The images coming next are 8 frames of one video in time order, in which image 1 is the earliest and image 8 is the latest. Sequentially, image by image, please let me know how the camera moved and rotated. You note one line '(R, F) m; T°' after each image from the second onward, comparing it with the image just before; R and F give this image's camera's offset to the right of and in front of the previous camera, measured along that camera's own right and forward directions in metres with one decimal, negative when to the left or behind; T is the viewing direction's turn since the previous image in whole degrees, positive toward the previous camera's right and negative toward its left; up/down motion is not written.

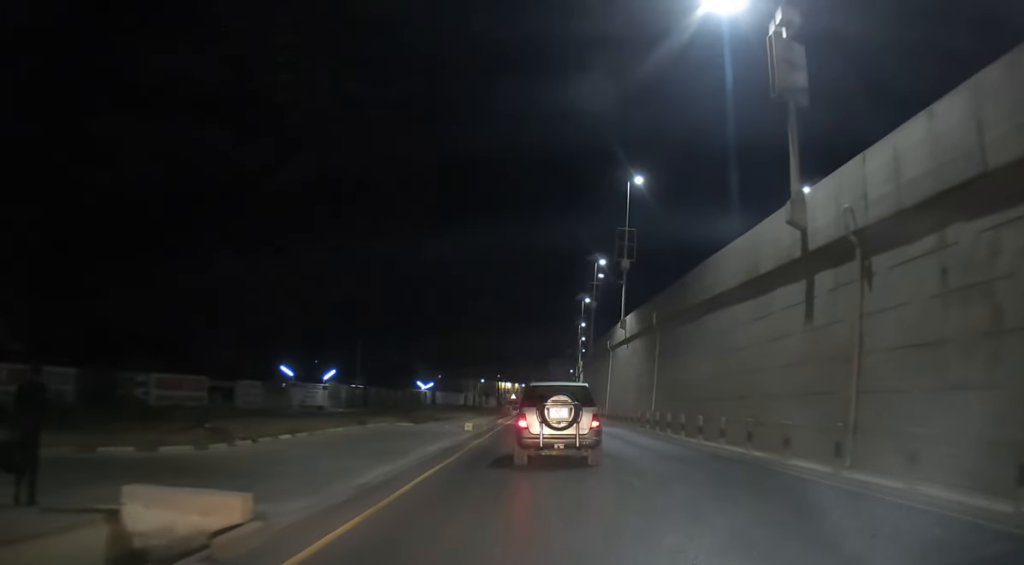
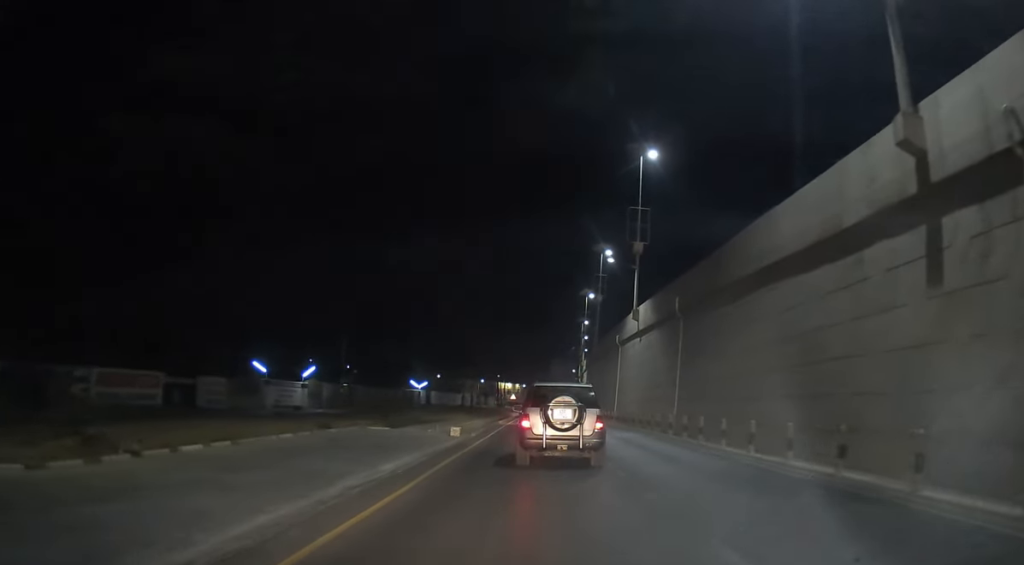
(0.0, +6.2) m; 0°
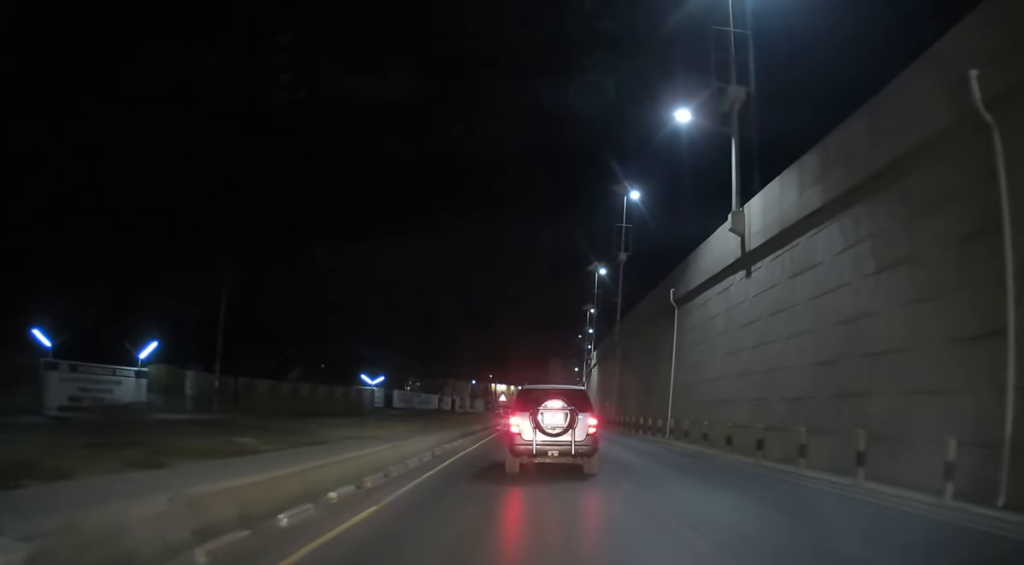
(0.0, +25.1) m; 0°
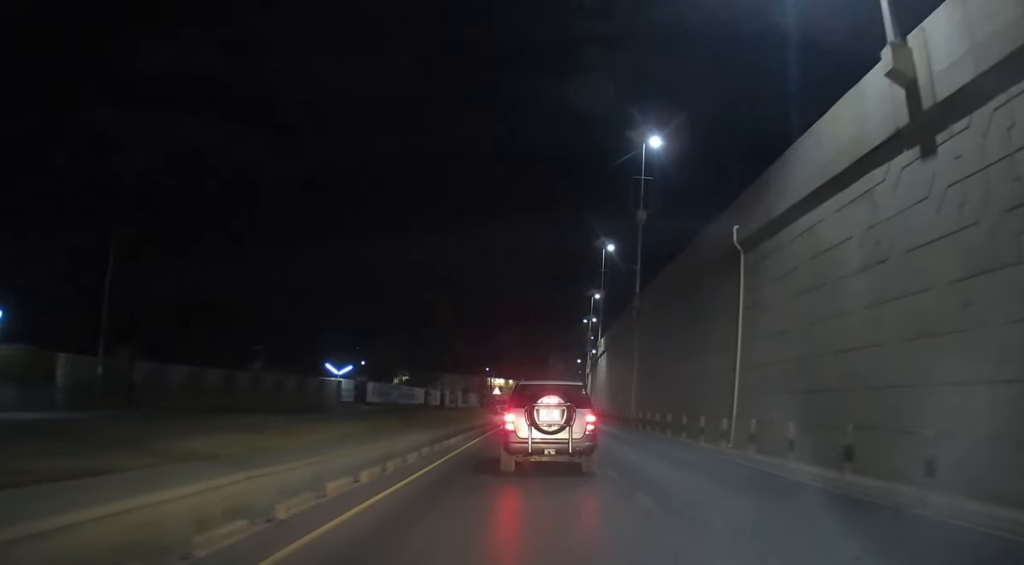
(-0.1, +11.5) m; 0°
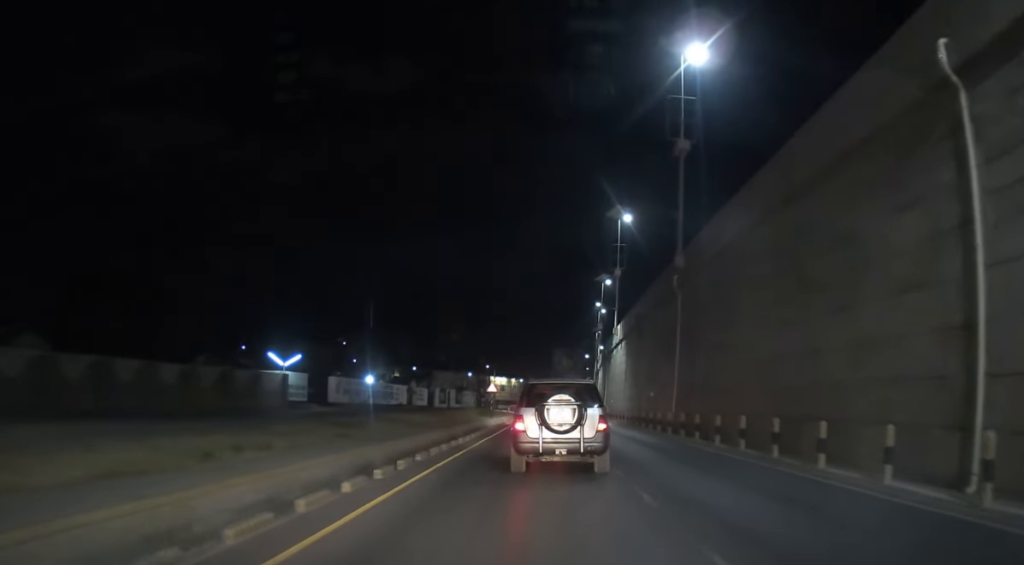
(0.0, +13.3) m; 0°
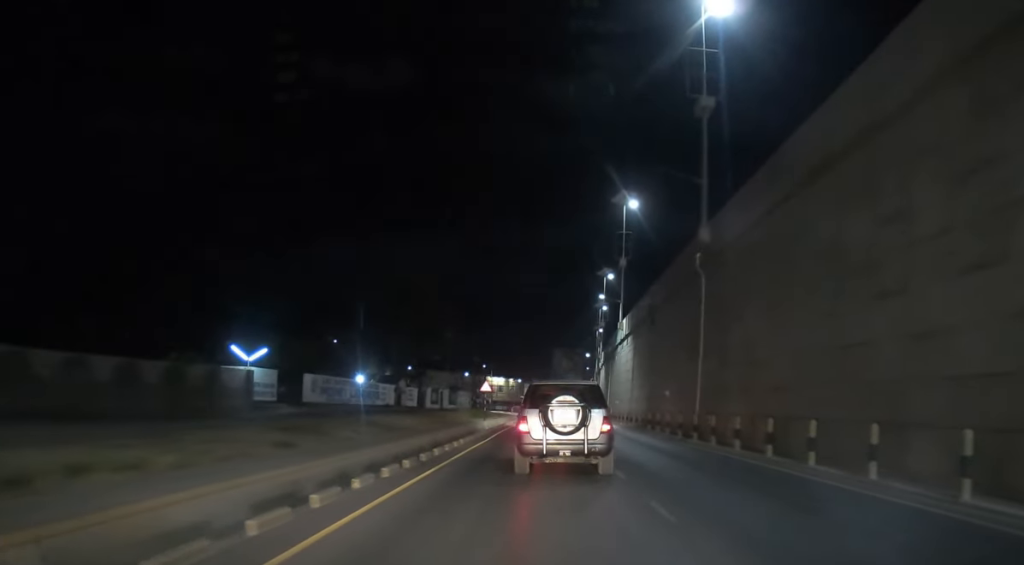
(-0.1, +5.4) m; 0°
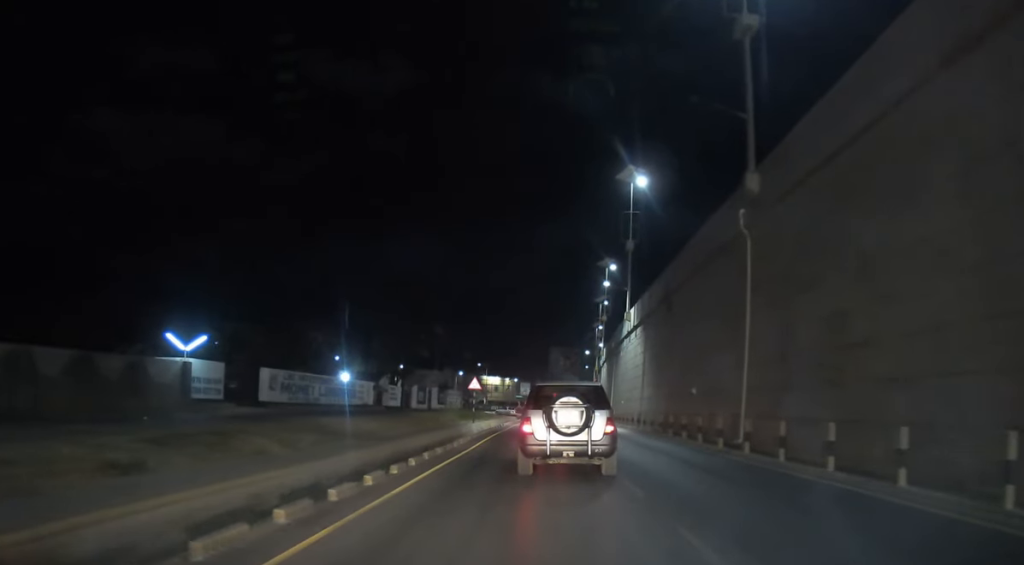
(0.0, +7.1) m; +1°
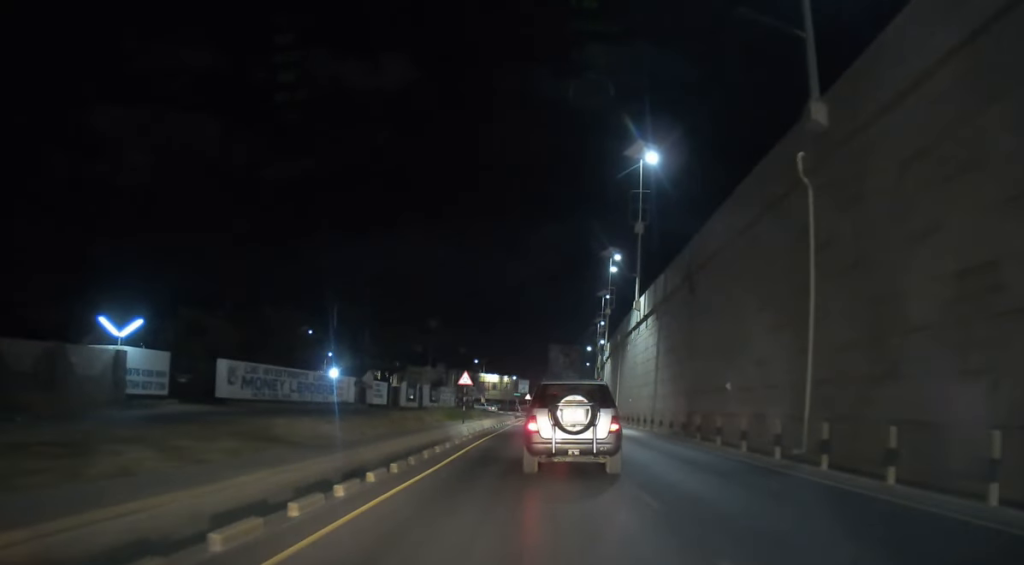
(+0.1, +5.6) m; +1°
